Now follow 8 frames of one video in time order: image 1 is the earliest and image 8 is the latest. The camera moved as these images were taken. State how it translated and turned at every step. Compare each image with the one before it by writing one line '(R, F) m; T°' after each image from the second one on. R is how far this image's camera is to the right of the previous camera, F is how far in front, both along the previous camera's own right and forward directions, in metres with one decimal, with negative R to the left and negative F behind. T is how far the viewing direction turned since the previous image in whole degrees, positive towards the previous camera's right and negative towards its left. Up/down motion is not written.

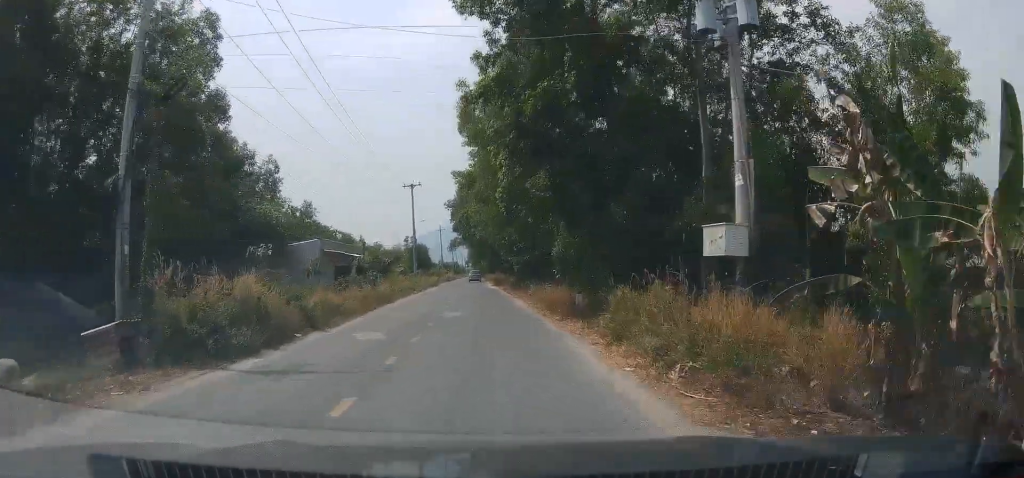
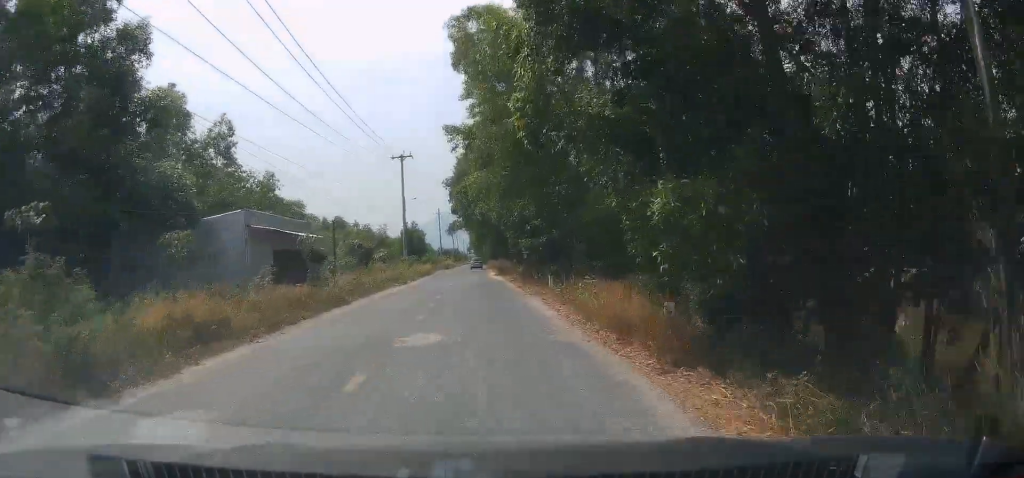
(+0.1, +10.8) m; 0°
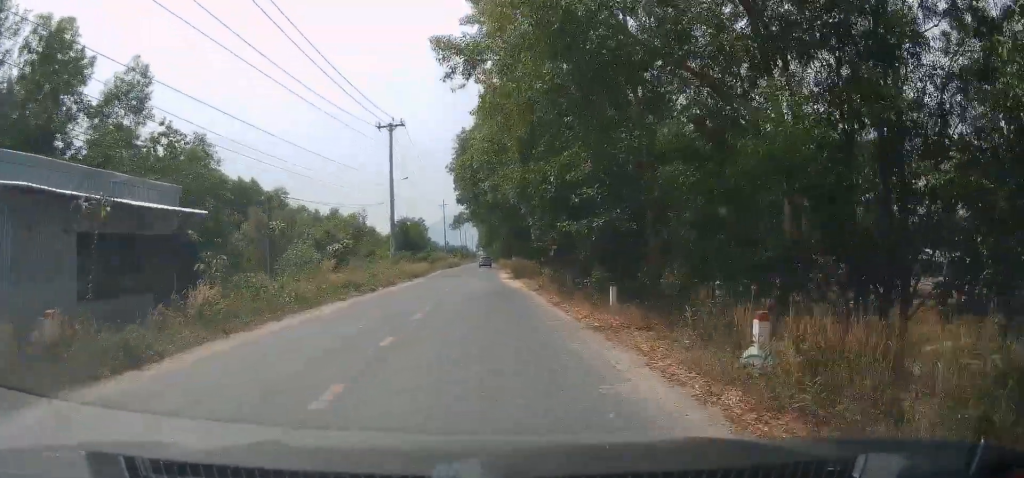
(-0.2, +14.3) m; -1°
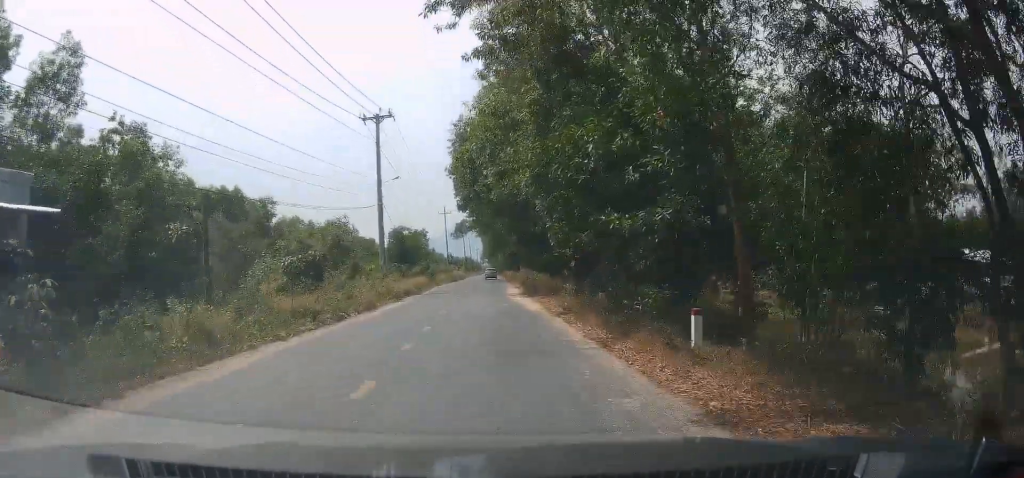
(0.0, +7.3) m; 0°
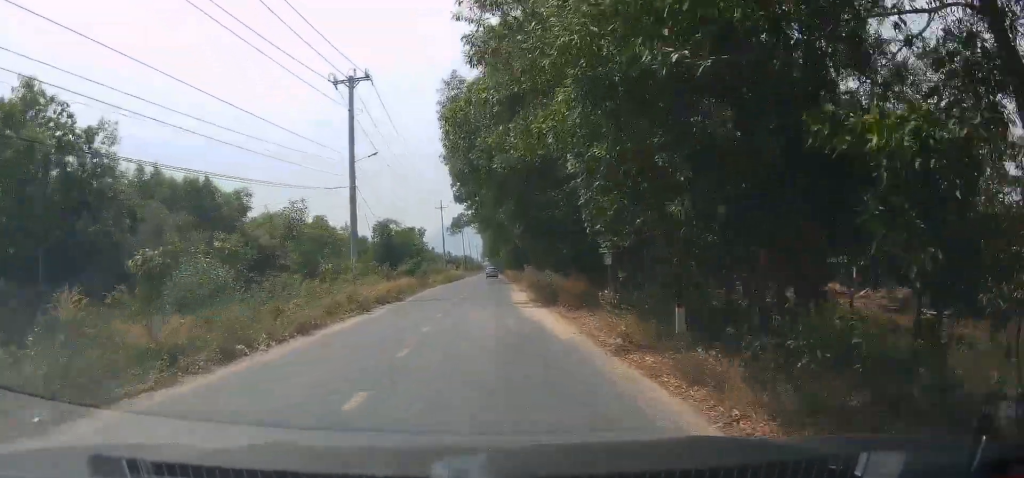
(0.0, +9.0) m; +1°
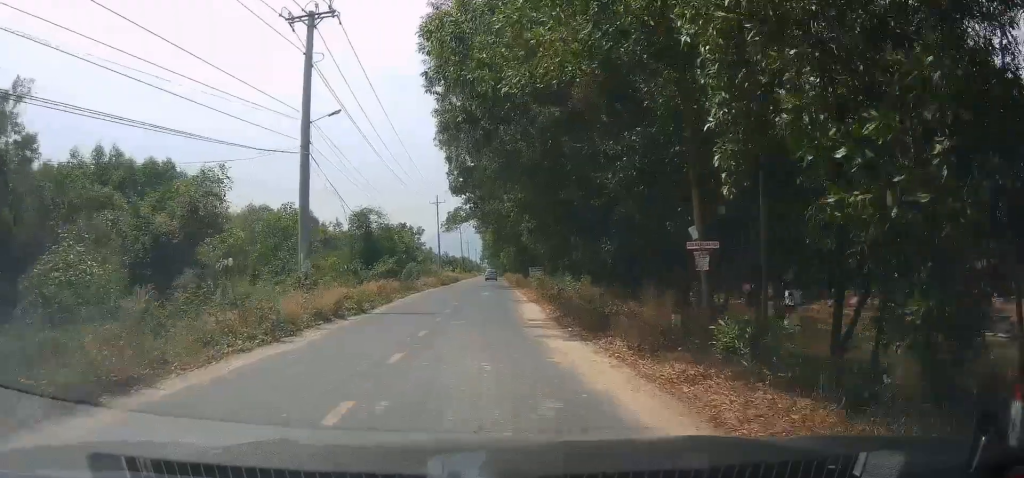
(-0.1, +9.1) m; +1°
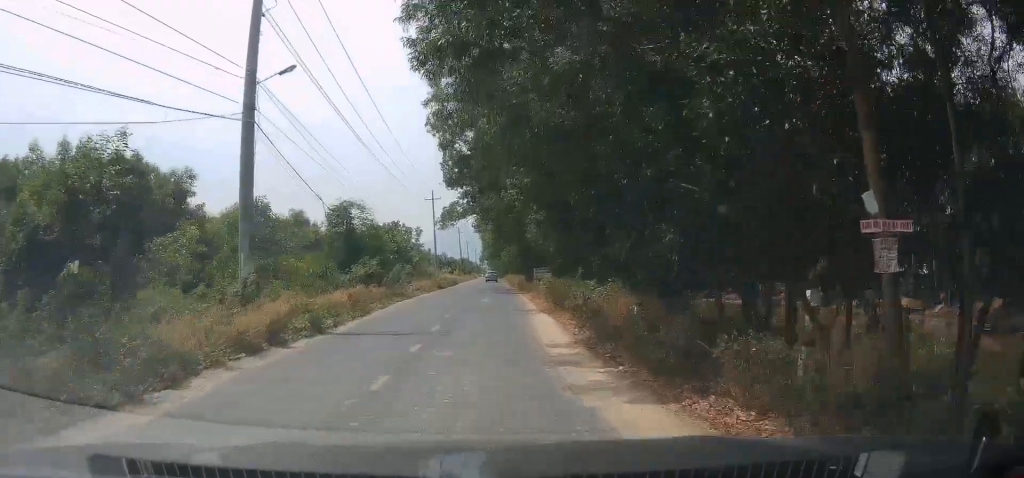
(+0.1, +5.7) m; 0°
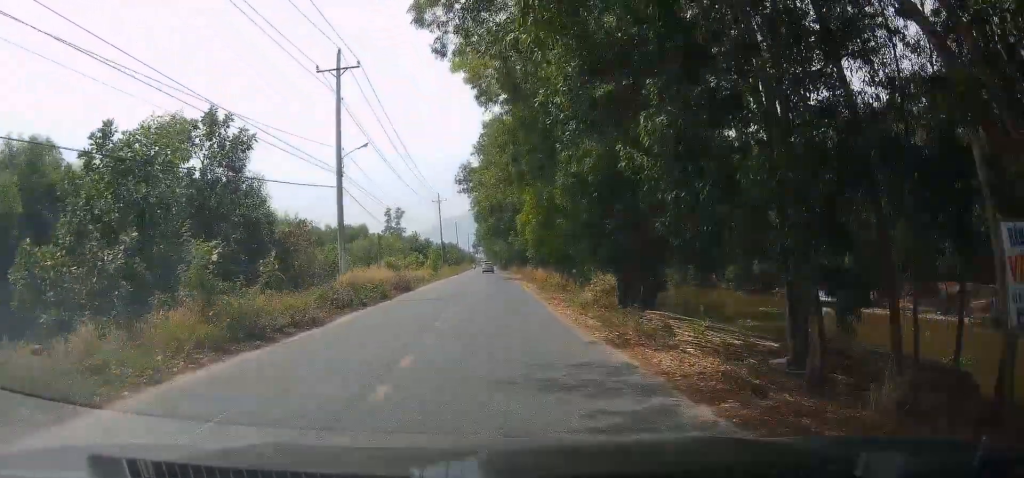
(-0.9, +48.7) m; -2°
